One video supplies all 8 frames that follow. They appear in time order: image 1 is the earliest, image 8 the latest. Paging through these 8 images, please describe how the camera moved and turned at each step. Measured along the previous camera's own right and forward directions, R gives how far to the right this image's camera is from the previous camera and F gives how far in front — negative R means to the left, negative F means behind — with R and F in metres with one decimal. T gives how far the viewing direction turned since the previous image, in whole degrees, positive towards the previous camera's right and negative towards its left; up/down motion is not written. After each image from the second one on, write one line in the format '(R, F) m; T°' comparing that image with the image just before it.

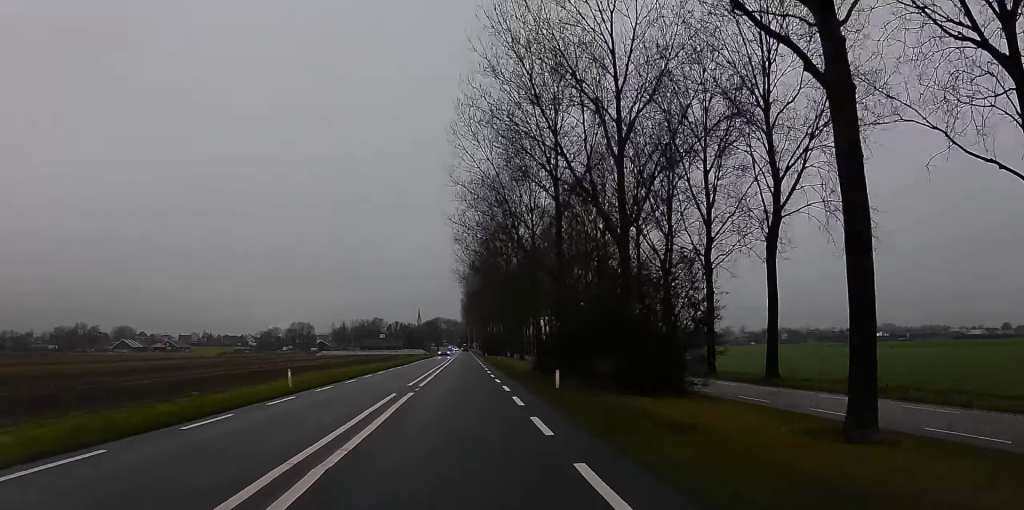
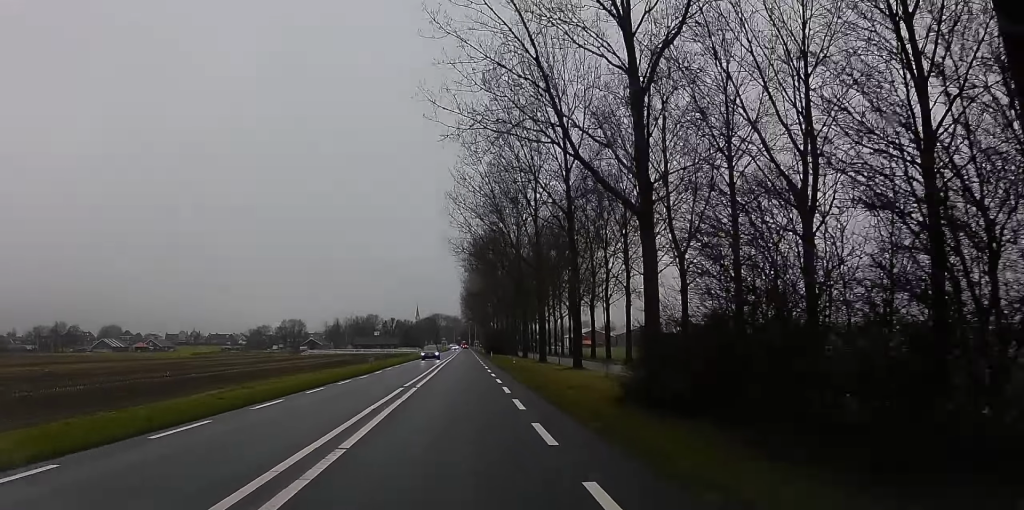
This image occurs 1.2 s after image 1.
(-0.1, +24.5) m; -2°
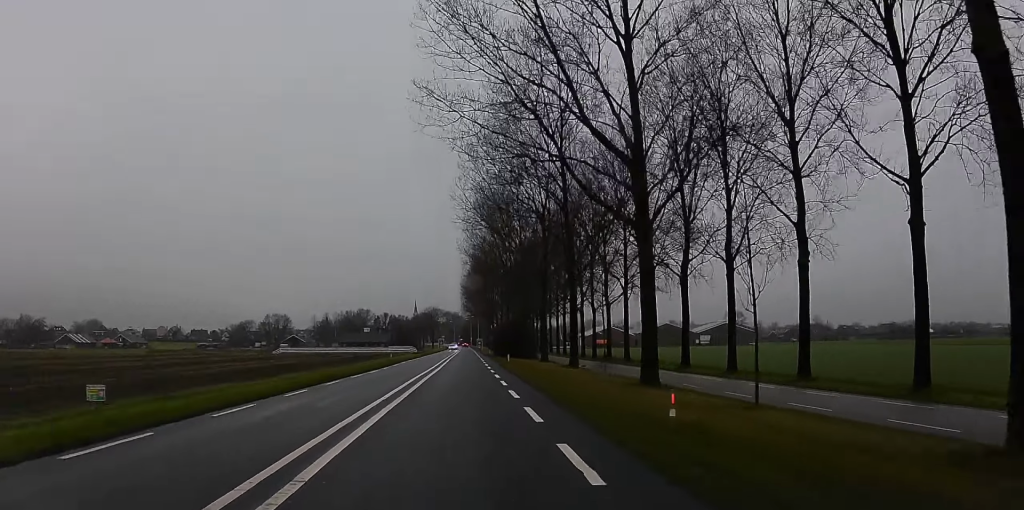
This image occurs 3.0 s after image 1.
(-0.4, +38.7) m; -1°
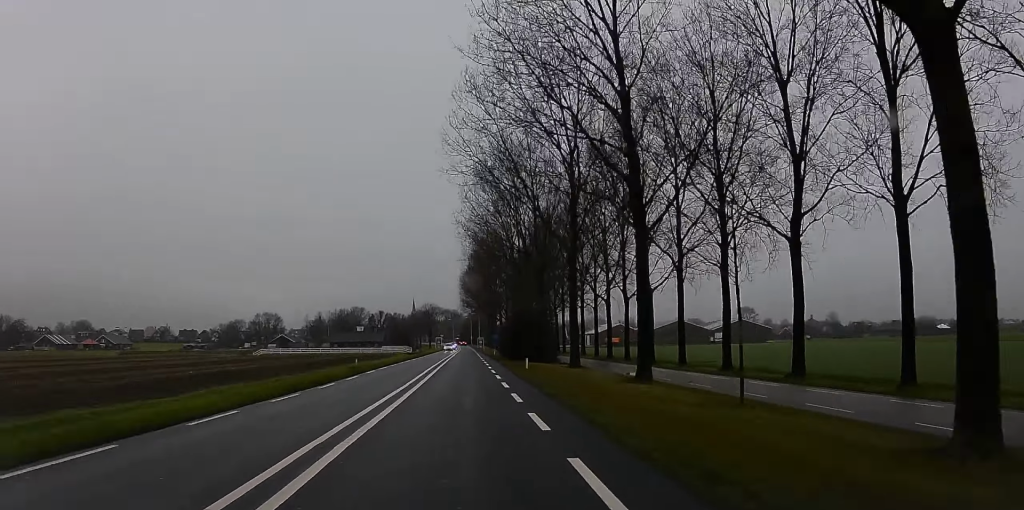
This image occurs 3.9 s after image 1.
(-0.2, +19.3) m; 0°
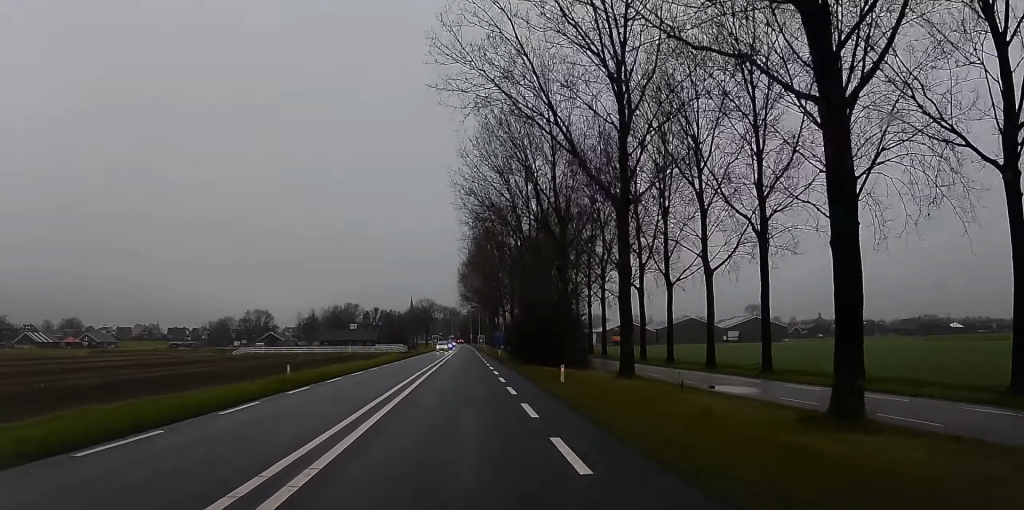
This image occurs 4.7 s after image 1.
(0.0, +16.4) m; 0°
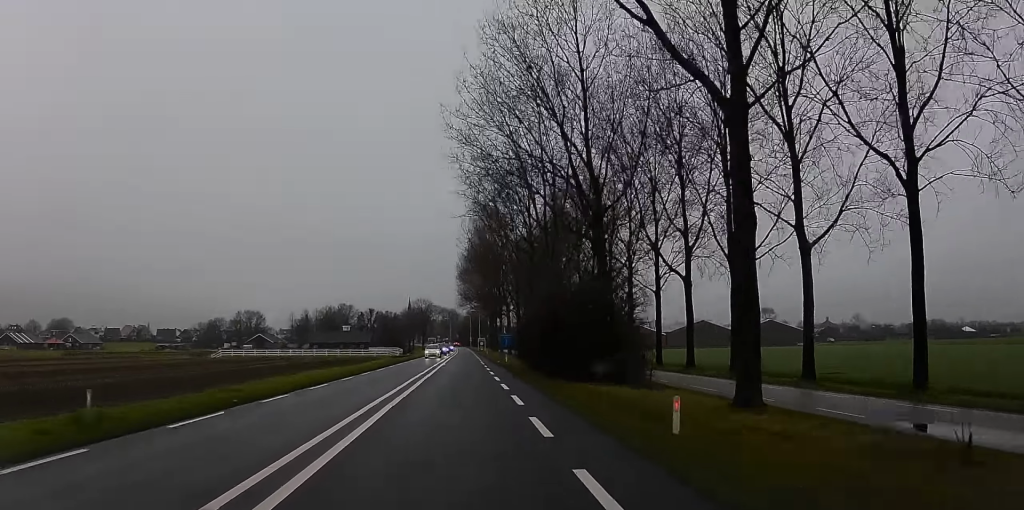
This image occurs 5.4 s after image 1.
(+0.1, +14.5) m; 0°
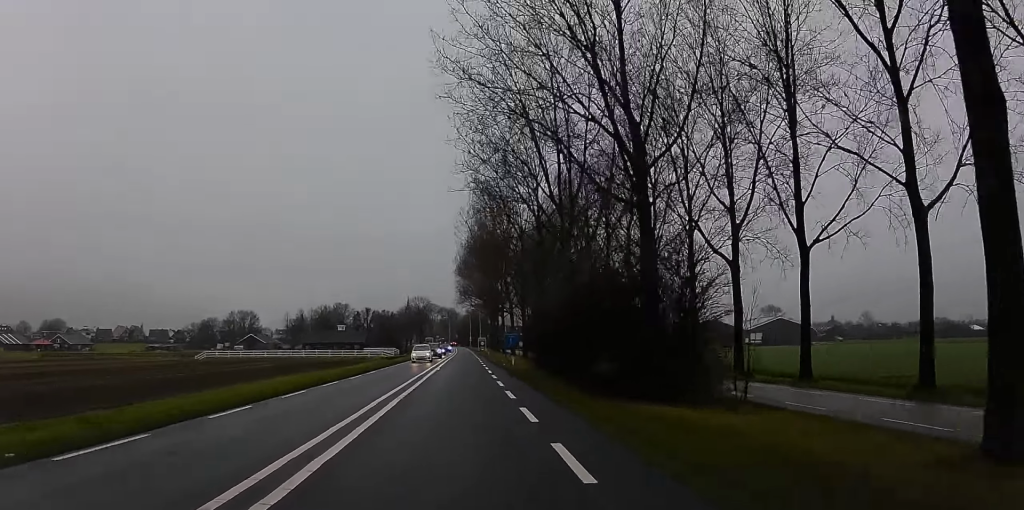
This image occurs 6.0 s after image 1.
(-0.3, +10.1) m; +1°
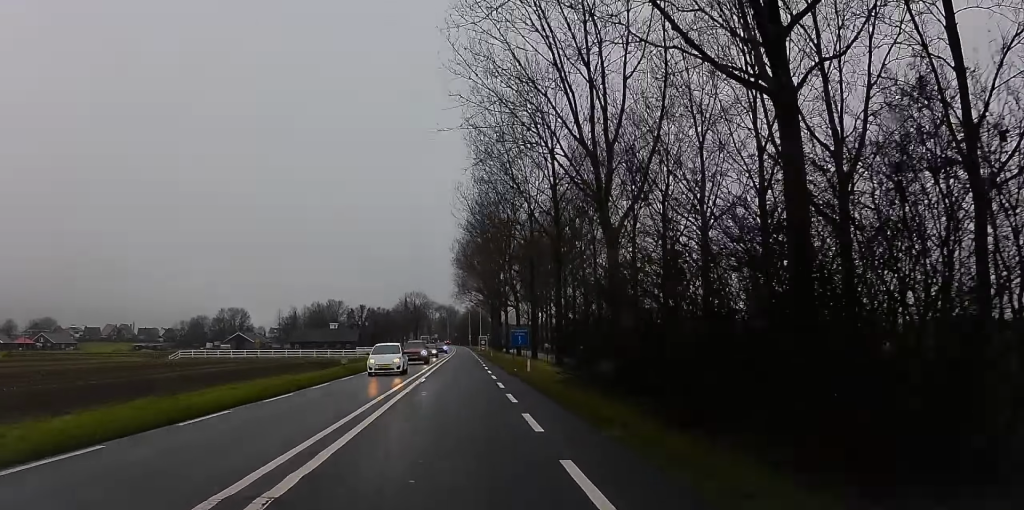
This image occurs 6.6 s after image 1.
(+0.1, +12.9) m; +1°
